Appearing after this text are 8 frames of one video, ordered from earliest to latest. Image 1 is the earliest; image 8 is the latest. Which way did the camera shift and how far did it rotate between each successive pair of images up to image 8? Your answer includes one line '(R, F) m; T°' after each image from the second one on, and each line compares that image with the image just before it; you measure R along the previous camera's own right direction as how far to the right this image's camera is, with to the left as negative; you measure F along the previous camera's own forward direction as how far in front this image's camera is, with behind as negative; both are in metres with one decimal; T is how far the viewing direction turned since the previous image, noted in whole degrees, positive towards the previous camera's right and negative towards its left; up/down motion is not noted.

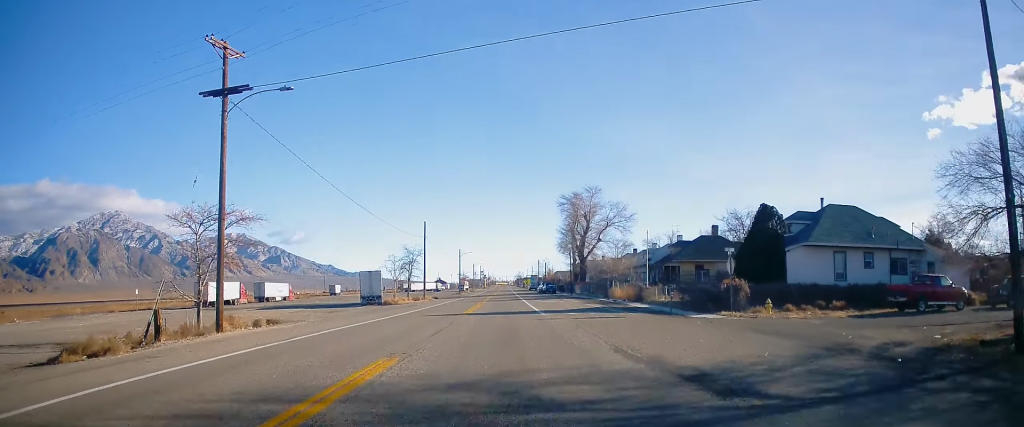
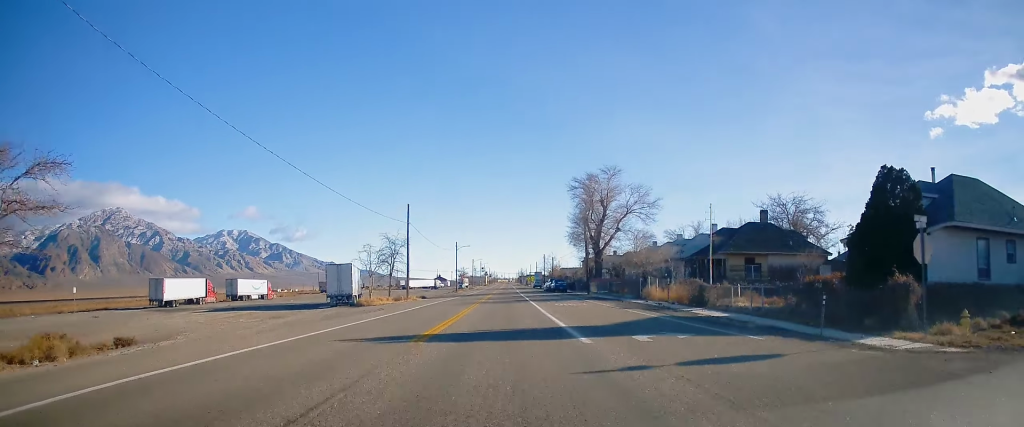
(+0.2, +14.2) m; 0°
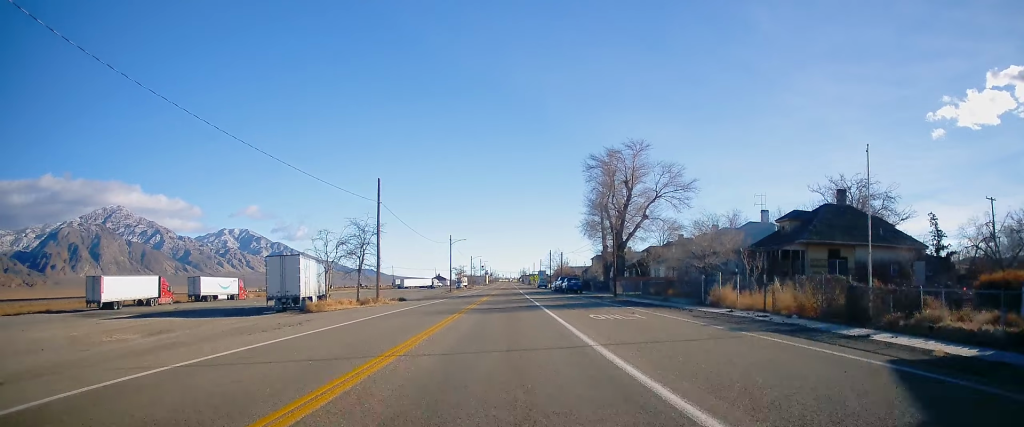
(-0.2, +15.0) m; 0°
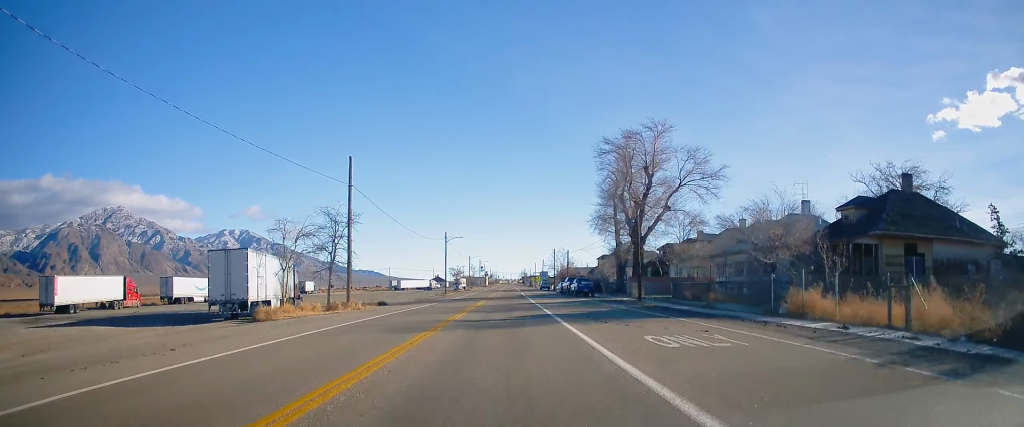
(+0.2, +9.0) m; 0°
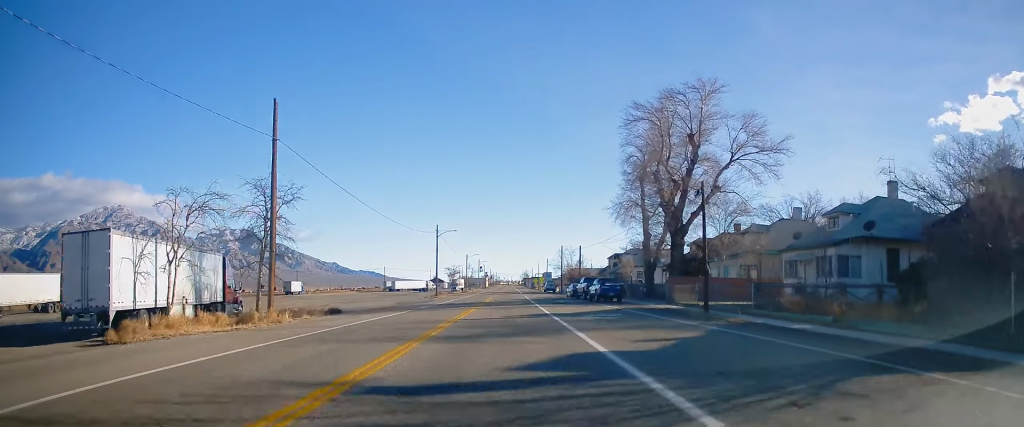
(0.0, +13.4) m; 0°
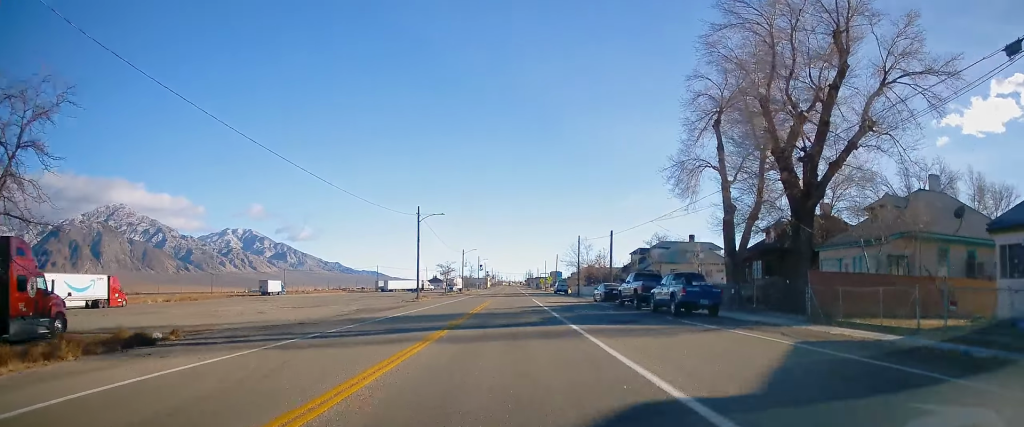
(-0.2, +19.8) m; -1°
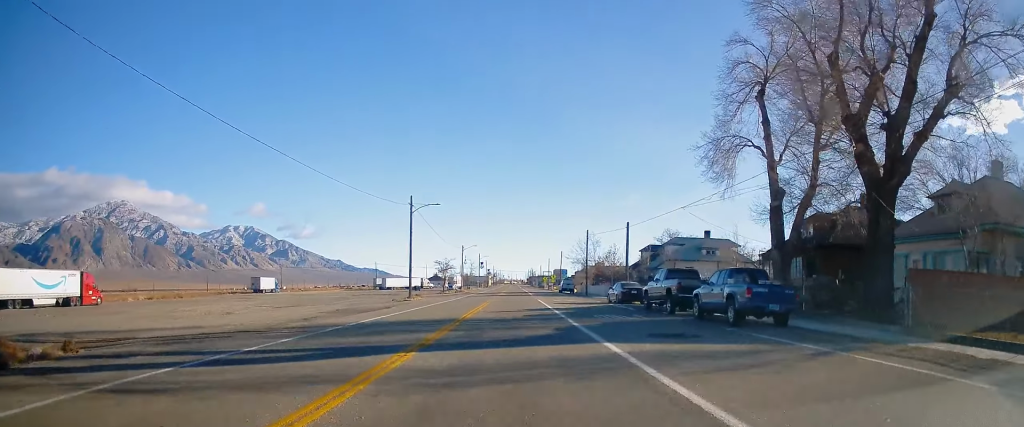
(0.0, +6.1) m; 0°
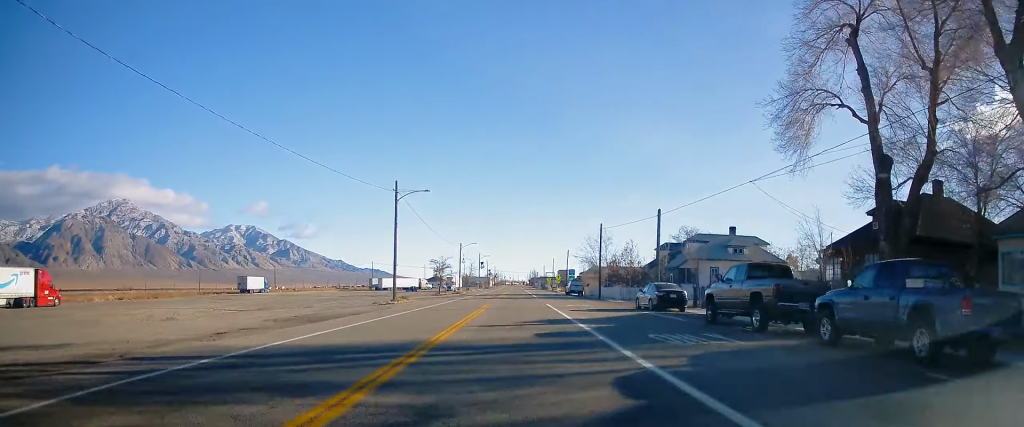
(-0.2, +8.8) m; 0°
